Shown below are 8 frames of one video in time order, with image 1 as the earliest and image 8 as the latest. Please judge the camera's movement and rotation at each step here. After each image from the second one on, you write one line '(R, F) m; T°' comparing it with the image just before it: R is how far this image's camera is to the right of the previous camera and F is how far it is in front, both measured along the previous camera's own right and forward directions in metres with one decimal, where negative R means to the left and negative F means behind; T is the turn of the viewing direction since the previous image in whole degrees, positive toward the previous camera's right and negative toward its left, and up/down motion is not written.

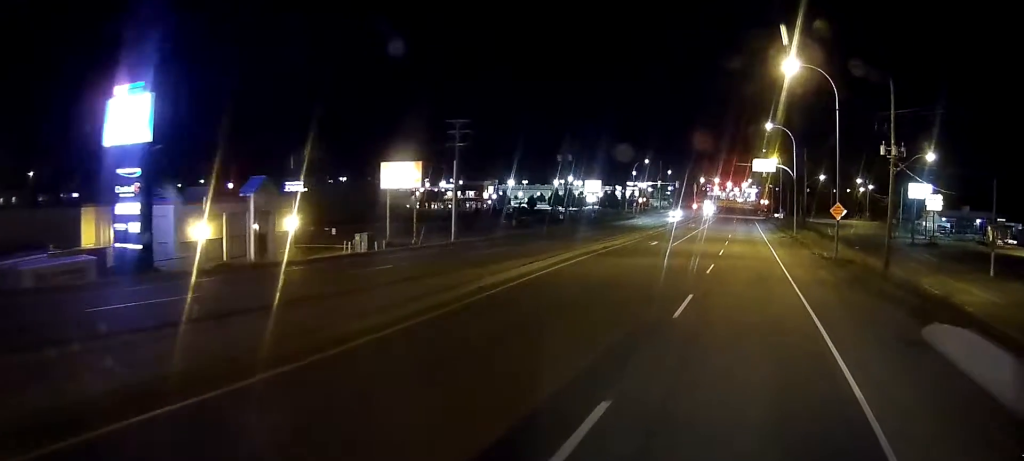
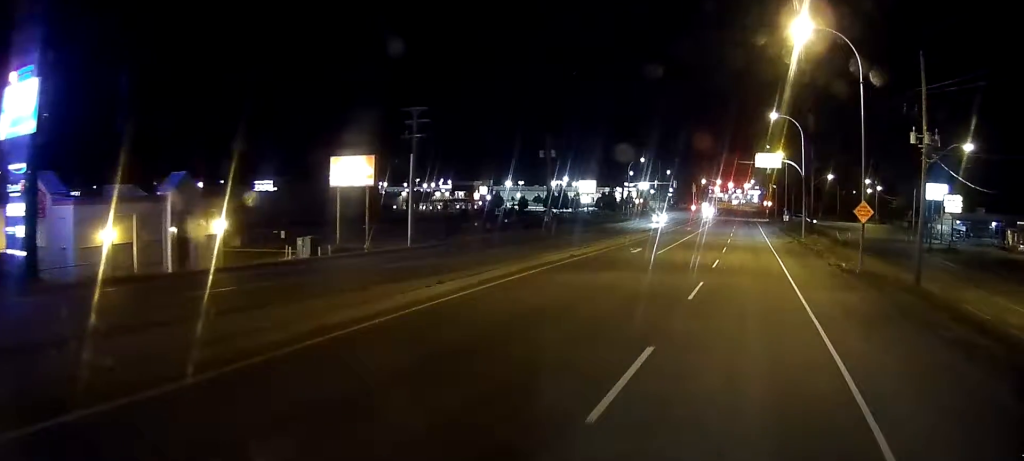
(0.0, +8.3) m; 0°
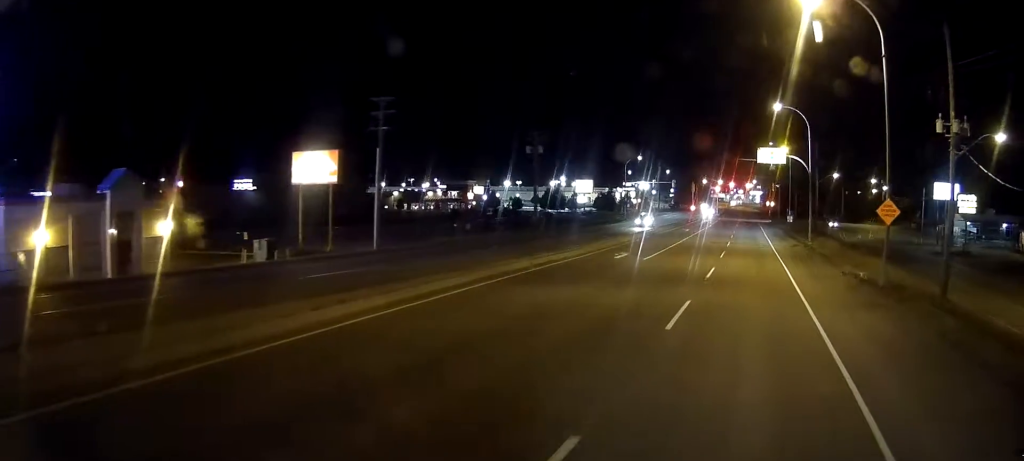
(0.0, +5.3) m; 0°
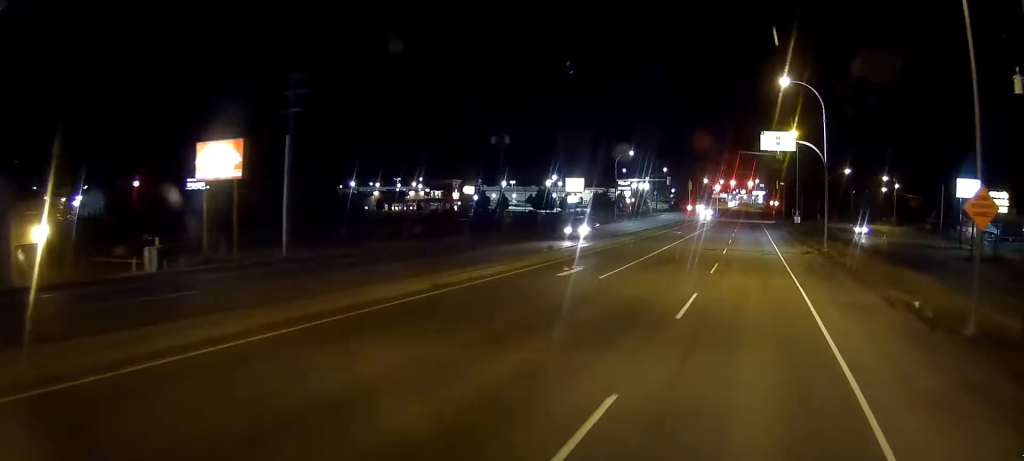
(-0.1, +10.7) m; -1°
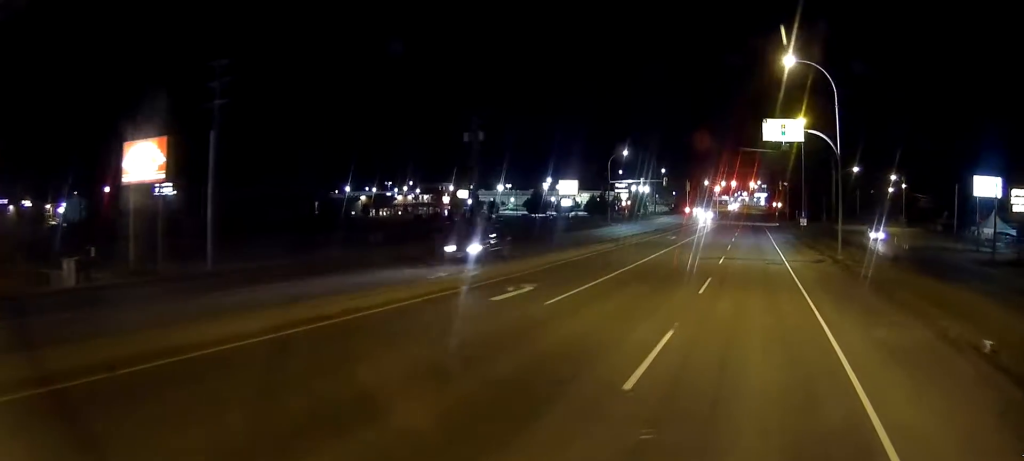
(0.0, +6.8) m; 0°
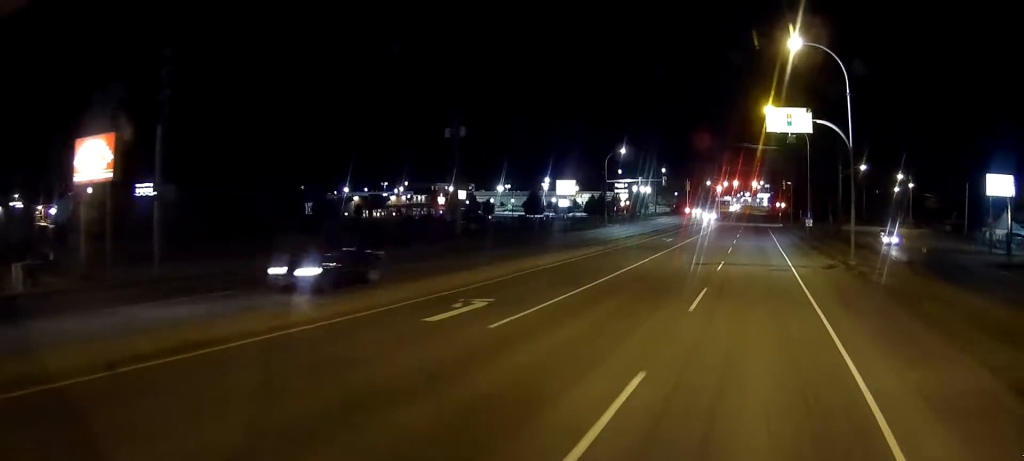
(0.0, +4.1) m; 0°
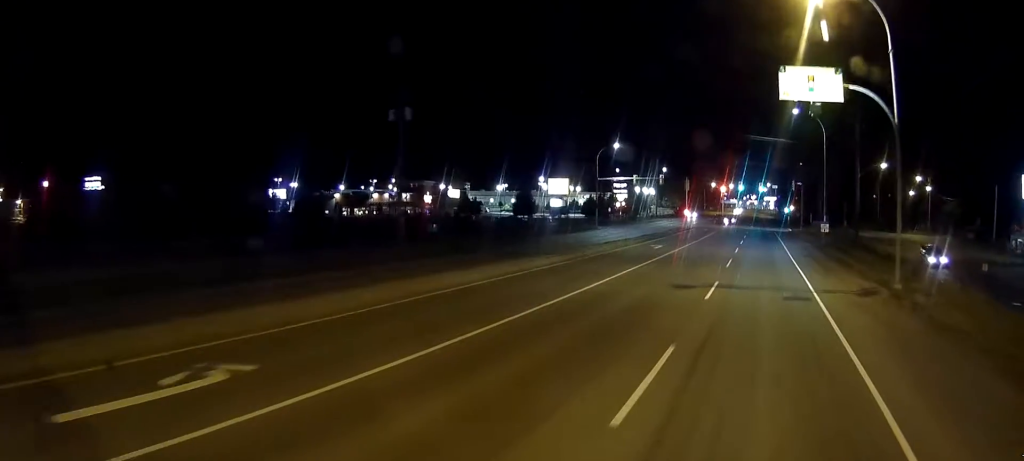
(+0.1, +10.1) m; 0°
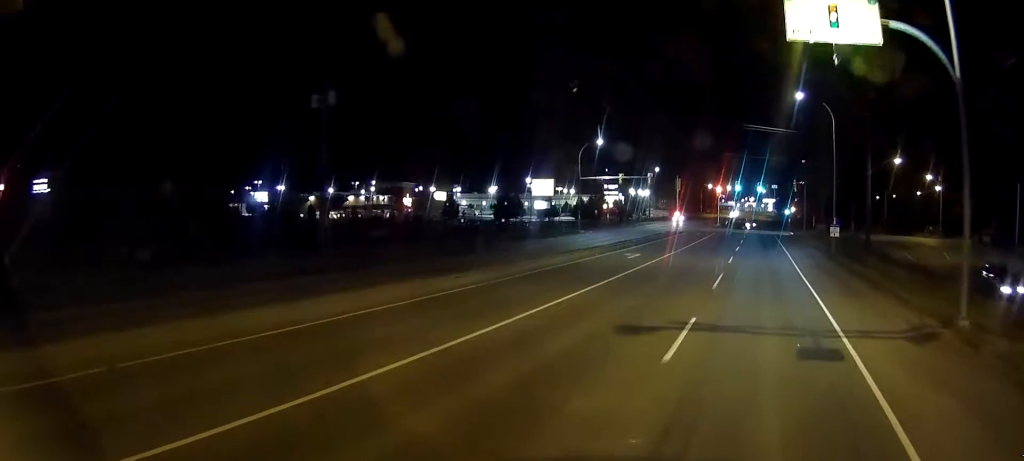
(-0.1, +8.9) m; -1°
